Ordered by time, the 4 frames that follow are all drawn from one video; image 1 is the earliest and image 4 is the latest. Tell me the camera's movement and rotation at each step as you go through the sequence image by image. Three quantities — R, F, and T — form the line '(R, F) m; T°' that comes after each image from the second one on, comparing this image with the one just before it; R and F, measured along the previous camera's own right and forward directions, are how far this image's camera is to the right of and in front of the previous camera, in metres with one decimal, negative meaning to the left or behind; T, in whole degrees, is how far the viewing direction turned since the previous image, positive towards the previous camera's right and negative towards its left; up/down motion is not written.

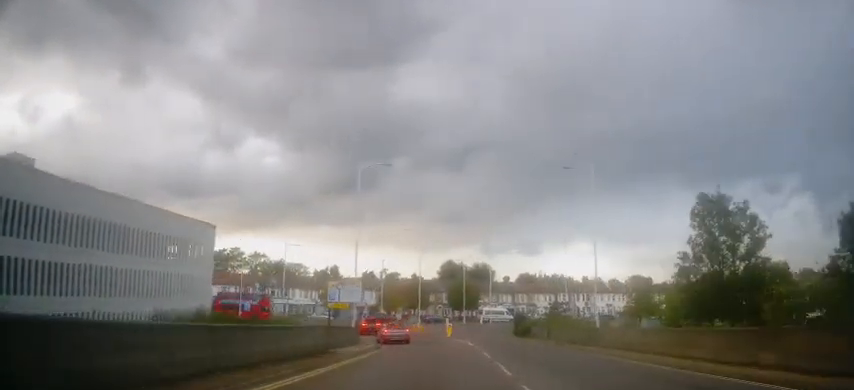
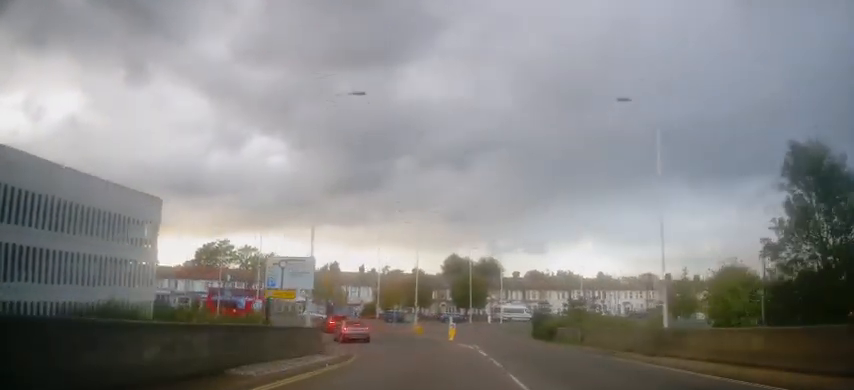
(+0.1, +8.9) m; -2°
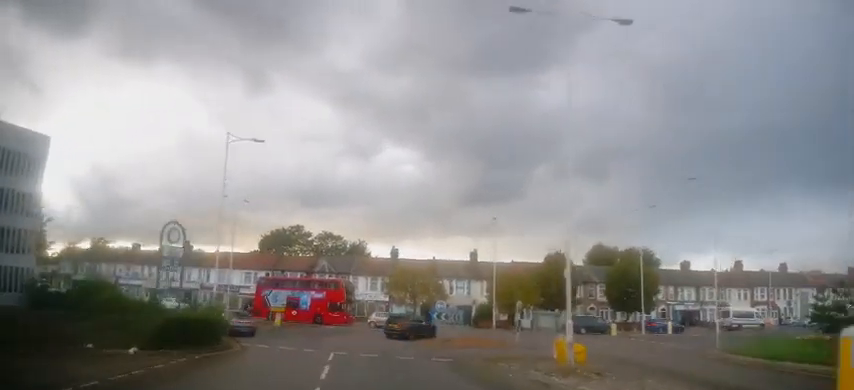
(-3.3, +26.6) m; -16°
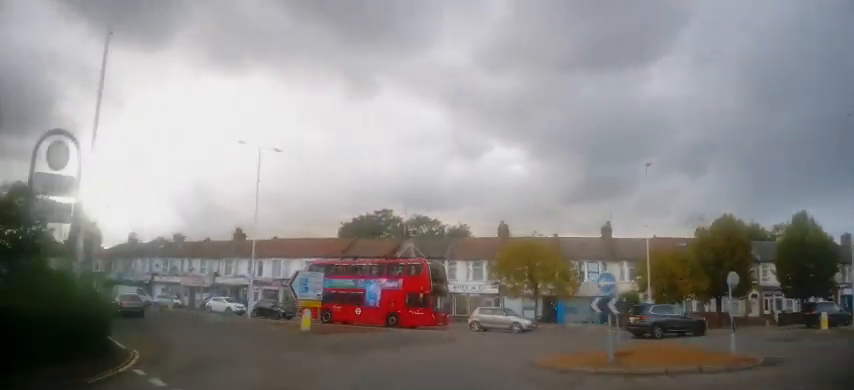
(-1.5, +15.3) m; -11°
